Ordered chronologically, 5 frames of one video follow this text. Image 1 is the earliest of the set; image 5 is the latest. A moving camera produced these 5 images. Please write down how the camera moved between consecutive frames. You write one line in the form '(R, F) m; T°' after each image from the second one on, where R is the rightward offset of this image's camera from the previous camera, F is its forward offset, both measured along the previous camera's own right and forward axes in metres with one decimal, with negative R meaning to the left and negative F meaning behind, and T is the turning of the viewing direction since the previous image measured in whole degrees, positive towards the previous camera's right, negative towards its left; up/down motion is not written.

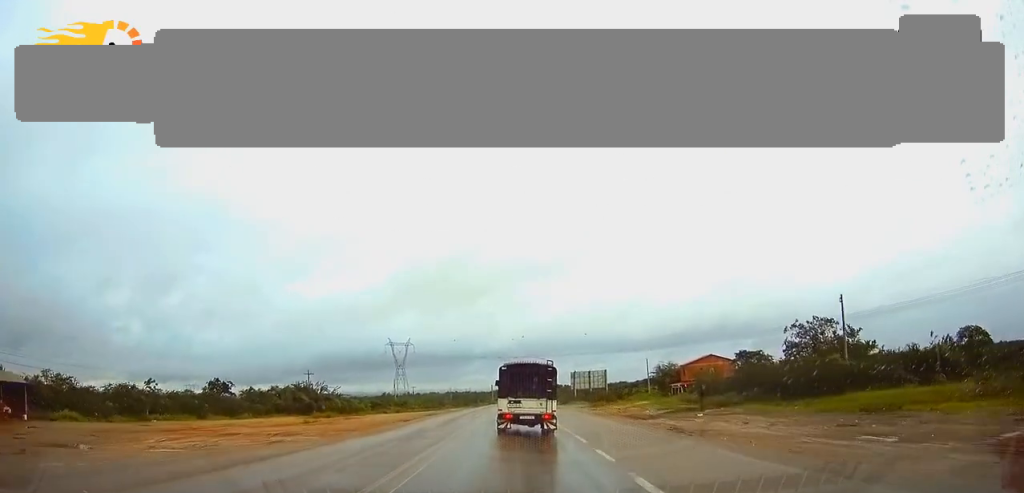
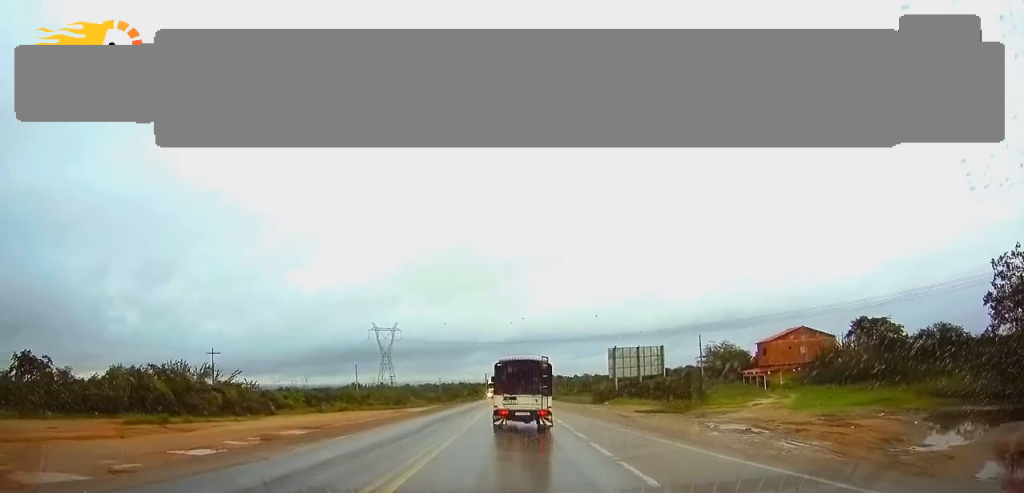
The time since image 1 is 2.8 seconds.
(0.0, +47.7) m; 0°
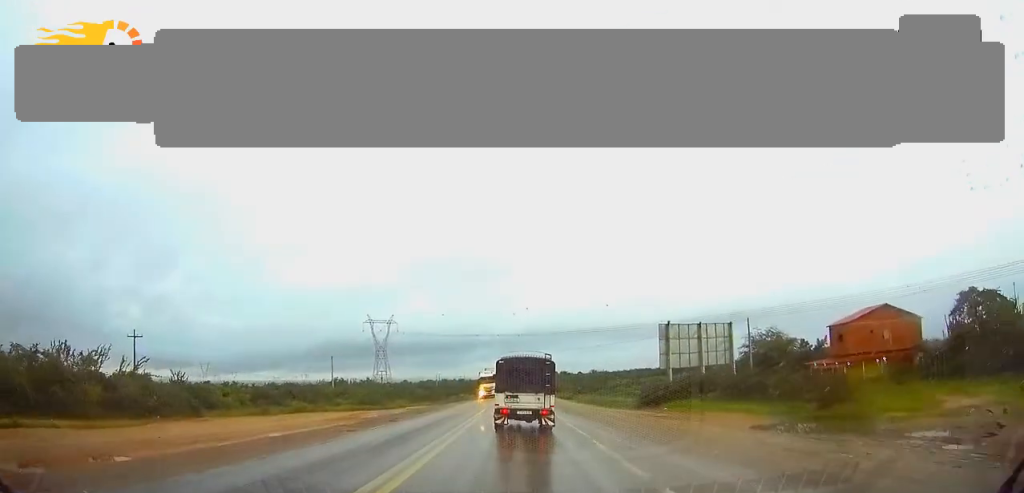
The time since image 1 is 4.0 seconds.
(0.0, +23.5) m; 0°
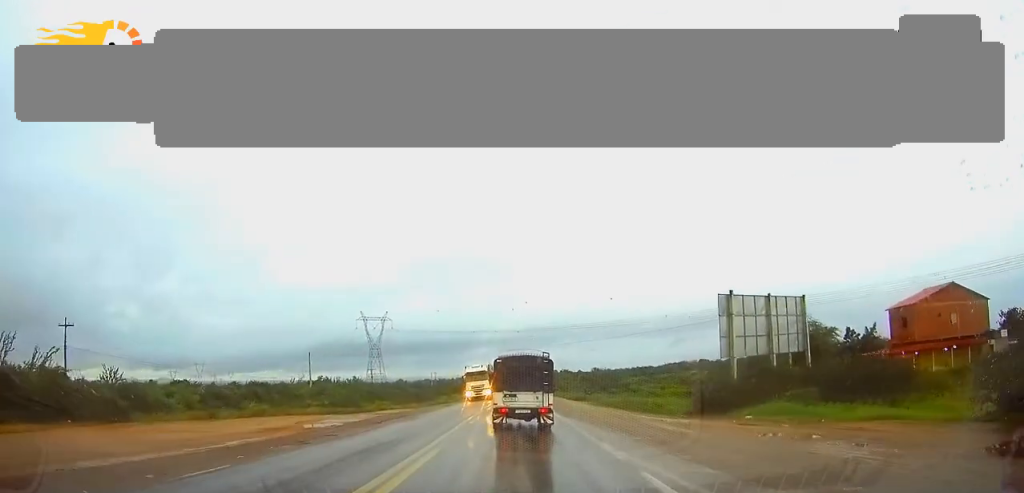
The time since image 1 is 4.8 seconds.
(0.0, +14.4) m; 0°
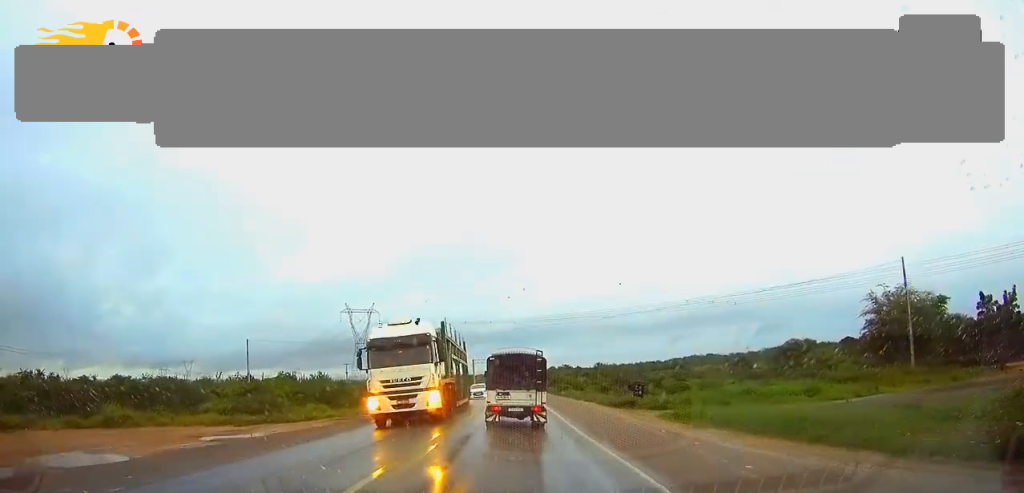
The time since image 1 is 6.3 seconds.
(0.0, +27.9) m; 0°
